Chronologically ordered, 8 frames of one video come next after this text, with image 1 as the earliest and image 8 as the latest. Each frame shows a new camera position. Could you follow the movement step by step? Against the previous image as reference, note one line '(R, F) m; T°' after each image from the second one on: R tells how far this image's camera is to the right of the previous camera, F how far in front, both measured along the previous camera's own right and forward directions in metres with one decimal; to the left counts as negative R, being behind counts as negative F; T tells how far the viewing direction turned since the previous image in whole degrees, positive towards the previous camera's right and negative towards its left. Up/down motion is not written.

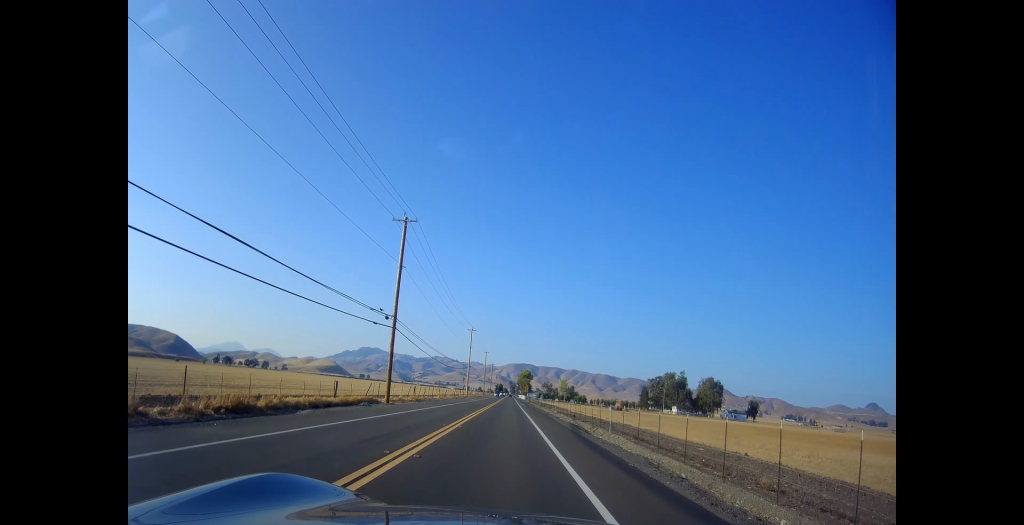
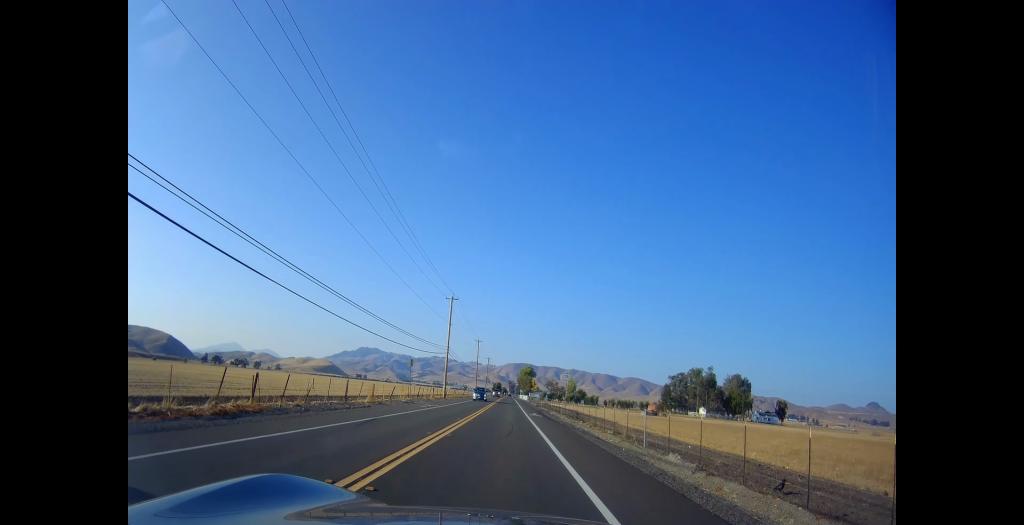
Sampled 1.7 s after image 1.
(0.0, +41.3) m; +2°
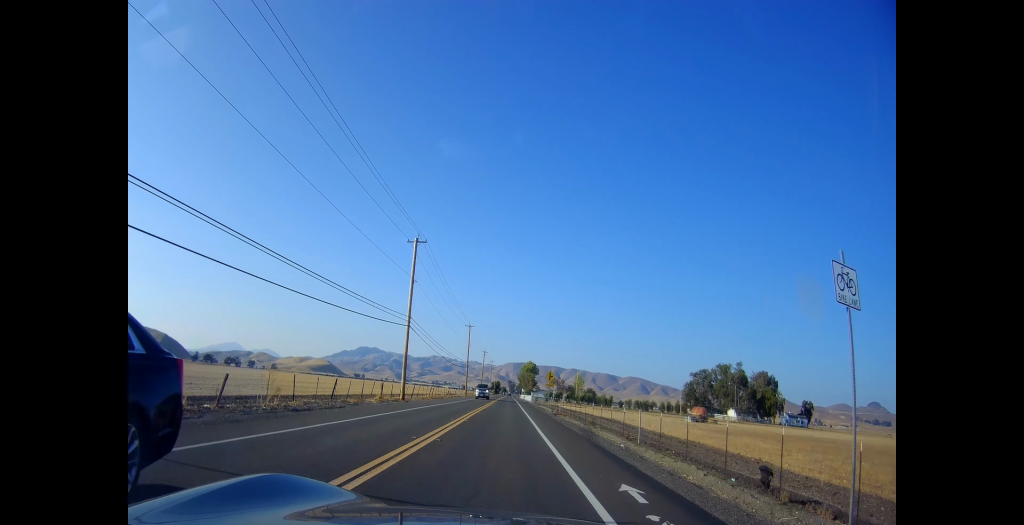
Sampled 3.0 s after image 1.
(+0.7, +32.1) m; 0°
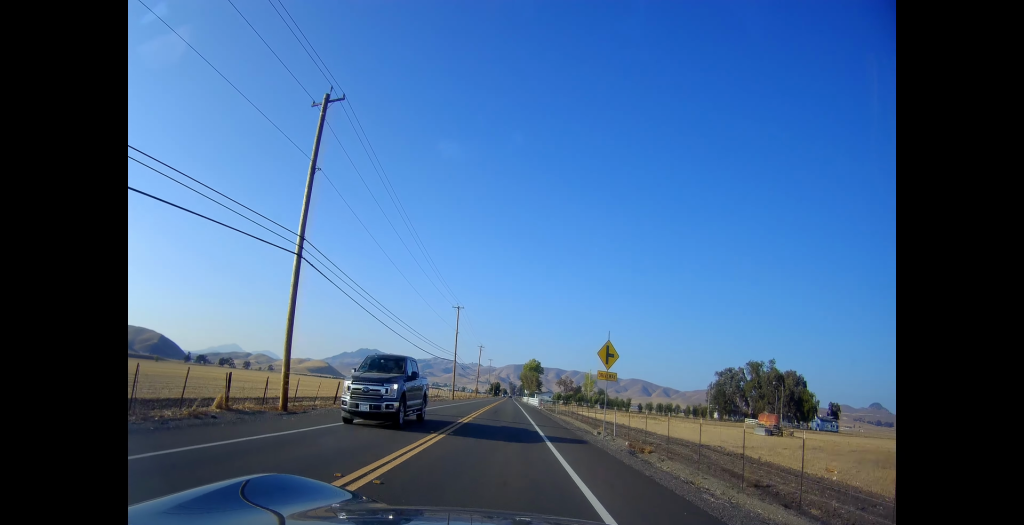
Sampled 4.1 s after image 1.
(-0.7, +28.3) m; -1°
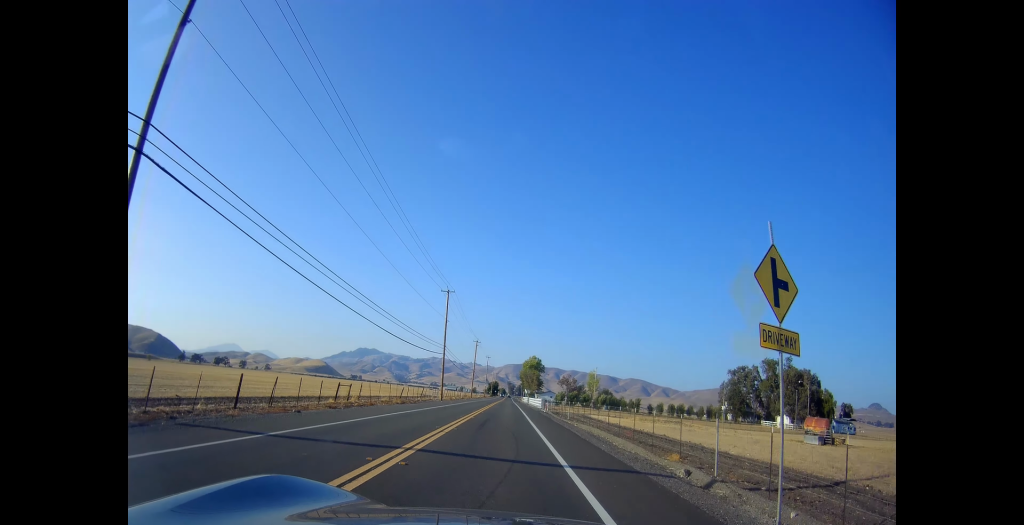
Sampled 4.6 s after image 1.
(0.0, +13.7) m; 0°
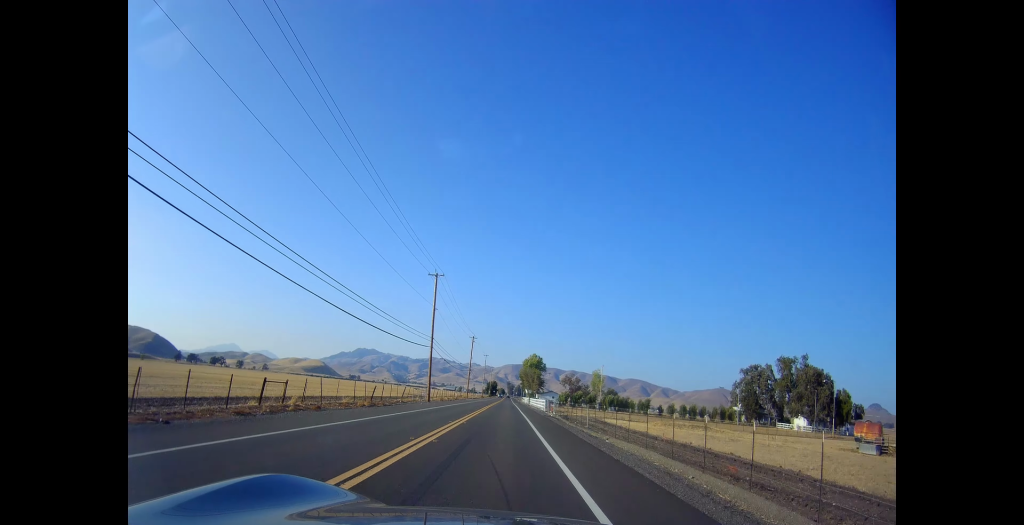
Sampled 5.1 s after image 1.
(0.0, +11.5) m; 0°
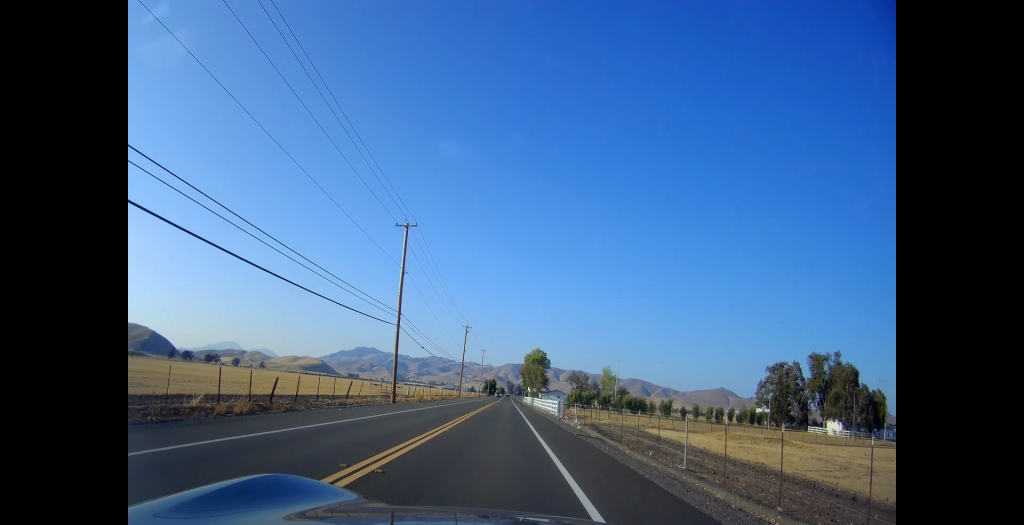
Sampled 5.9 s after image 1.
(0.0, +19.9) m; 0°
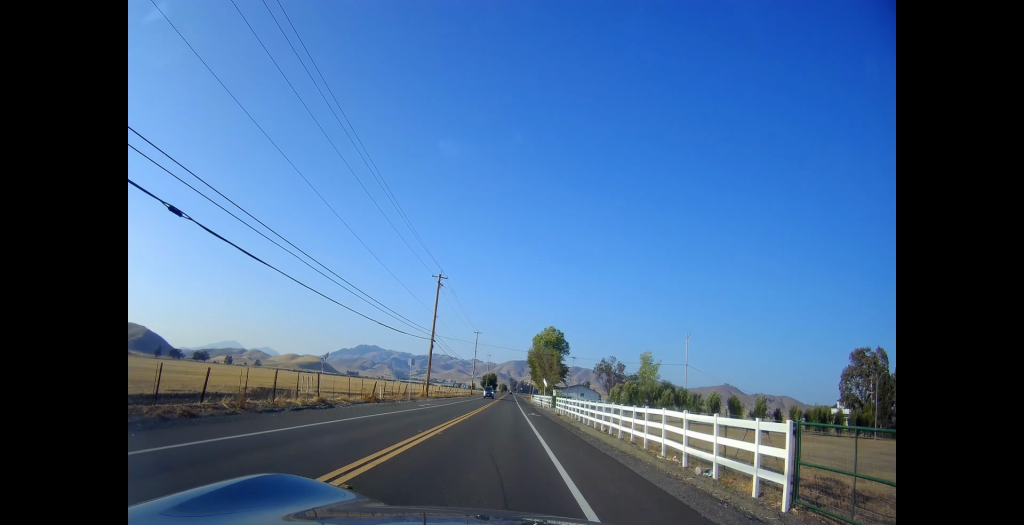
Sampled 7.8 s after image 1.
(0.0, +47.0) m; 0°
